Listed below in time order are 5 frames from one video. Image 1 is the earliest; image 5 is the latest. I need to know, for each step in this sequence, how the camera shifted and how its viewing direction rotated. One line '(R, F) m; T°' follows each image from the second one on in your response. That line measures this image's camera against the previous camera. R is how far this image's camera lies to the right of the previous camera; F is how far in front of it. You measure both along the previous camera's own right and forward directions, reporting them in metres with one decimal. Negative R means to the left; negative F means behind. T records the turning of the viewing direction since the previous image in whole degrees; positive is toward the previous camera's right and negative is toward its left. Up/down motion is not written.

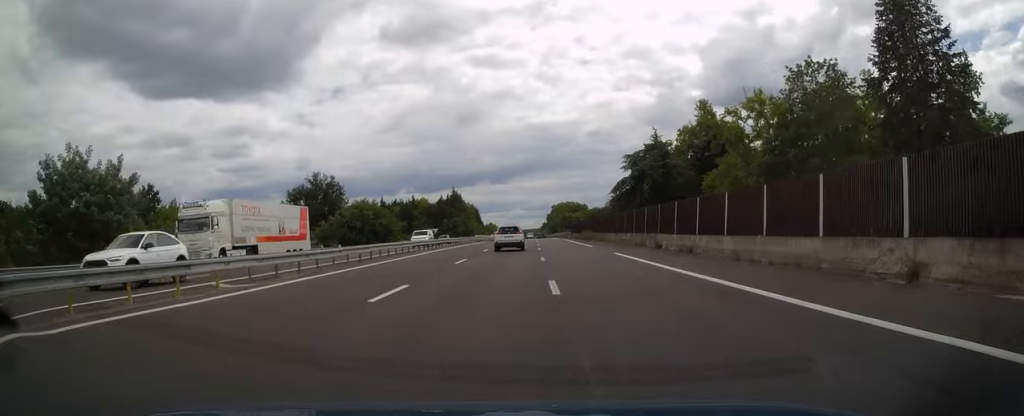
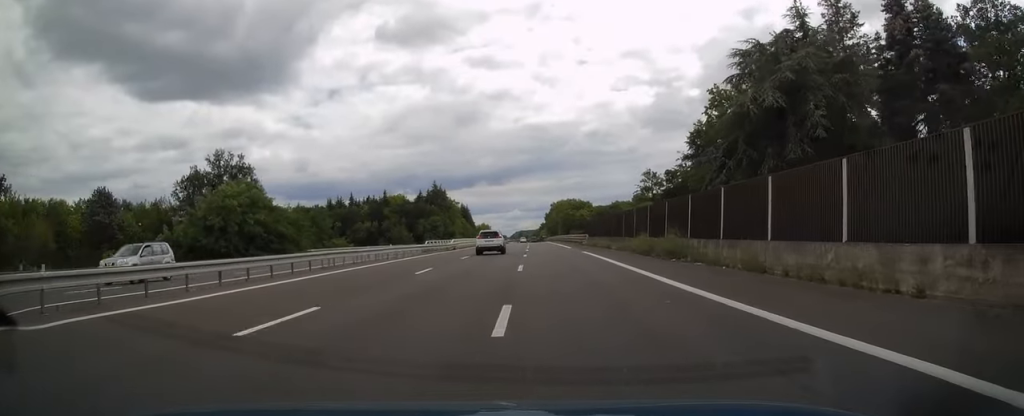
(0.0, +44.2) m; 0°
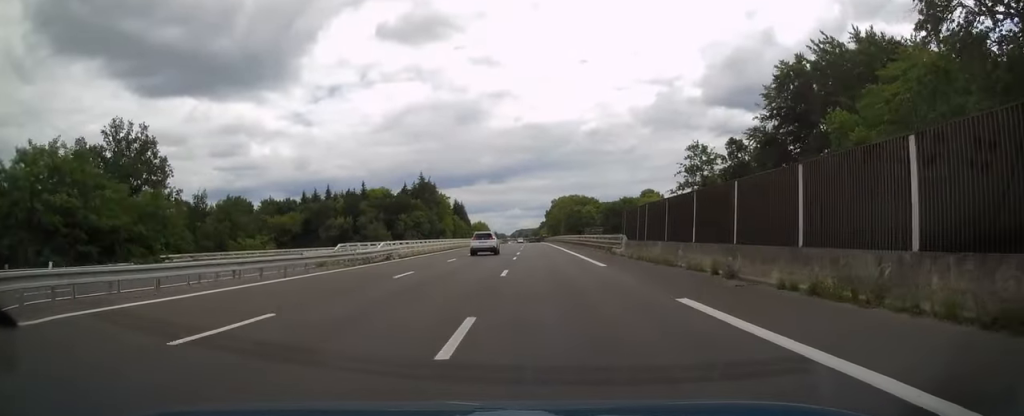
(-0.1, +28.0) m; 0°
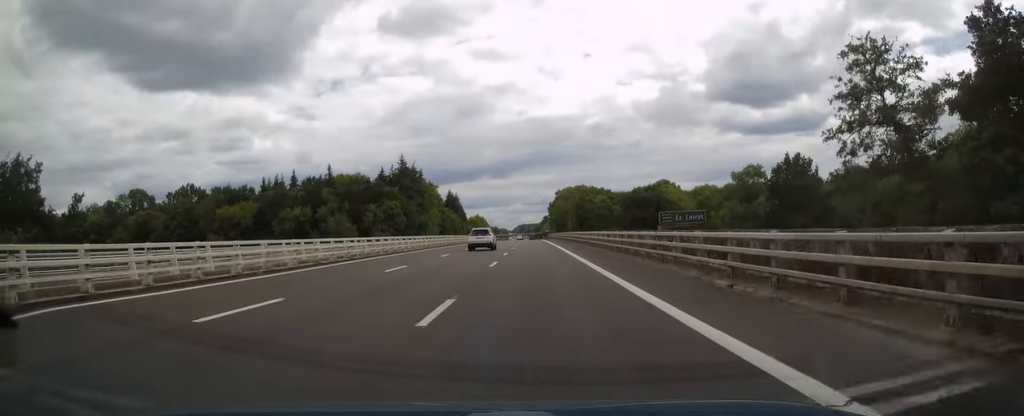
(0.0, +34.0) m; 0°
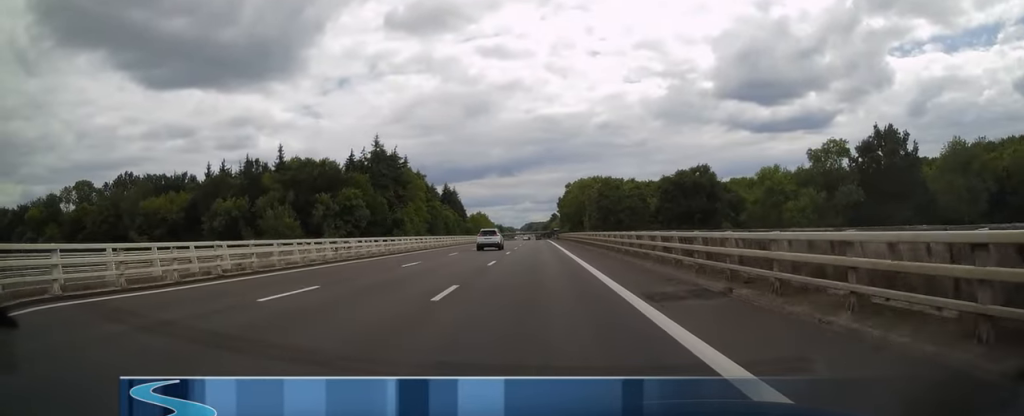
(0.0, +35.8) m; 0°
